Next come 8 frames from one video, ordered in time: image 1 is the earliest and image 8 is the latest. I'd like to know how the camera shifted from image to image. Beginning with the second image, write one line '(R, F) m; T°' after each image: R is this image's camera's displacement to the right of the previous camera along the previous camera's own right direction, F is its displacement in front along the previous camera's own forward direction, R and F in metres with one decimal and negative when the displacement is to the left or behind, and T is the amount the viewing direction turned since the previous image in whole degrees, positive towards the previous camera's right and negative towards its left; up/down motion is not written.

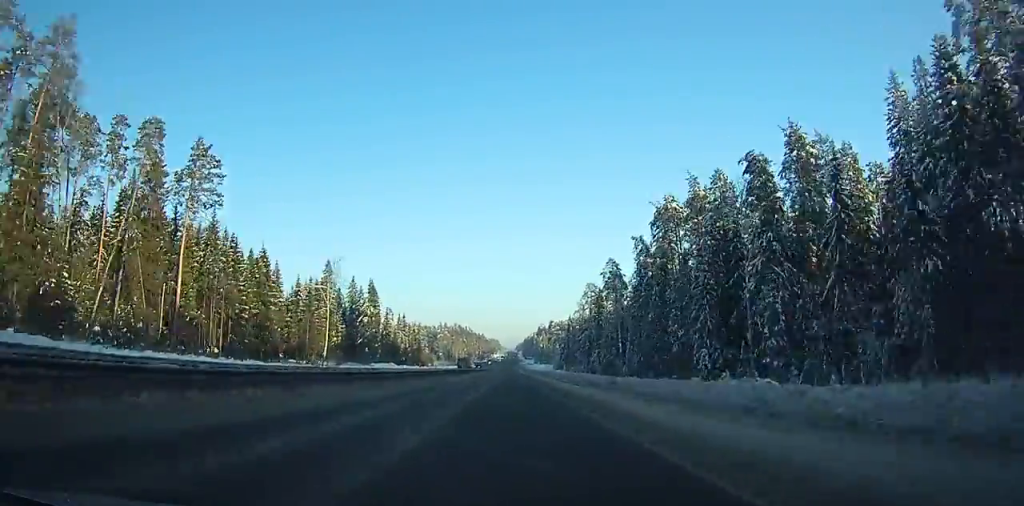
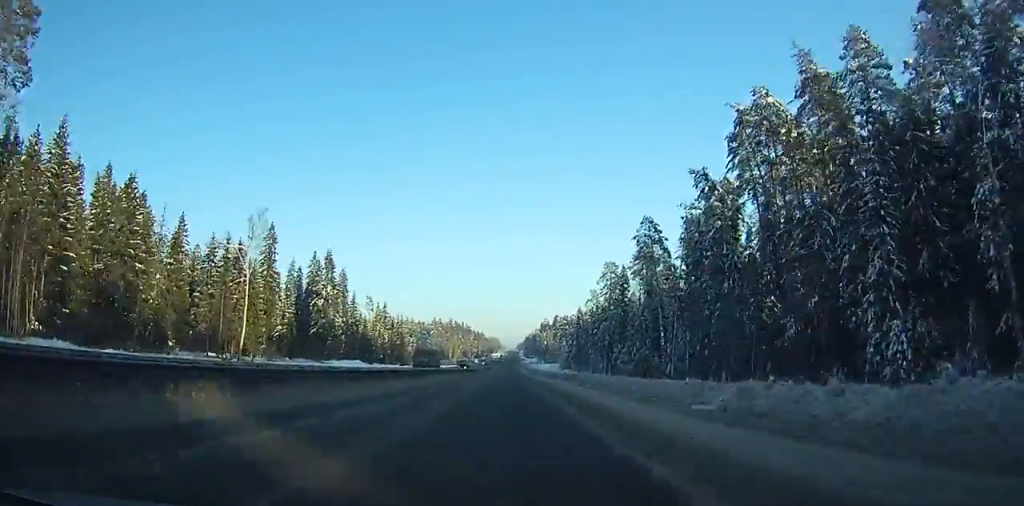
(+0.2, +41.4) m; 0°
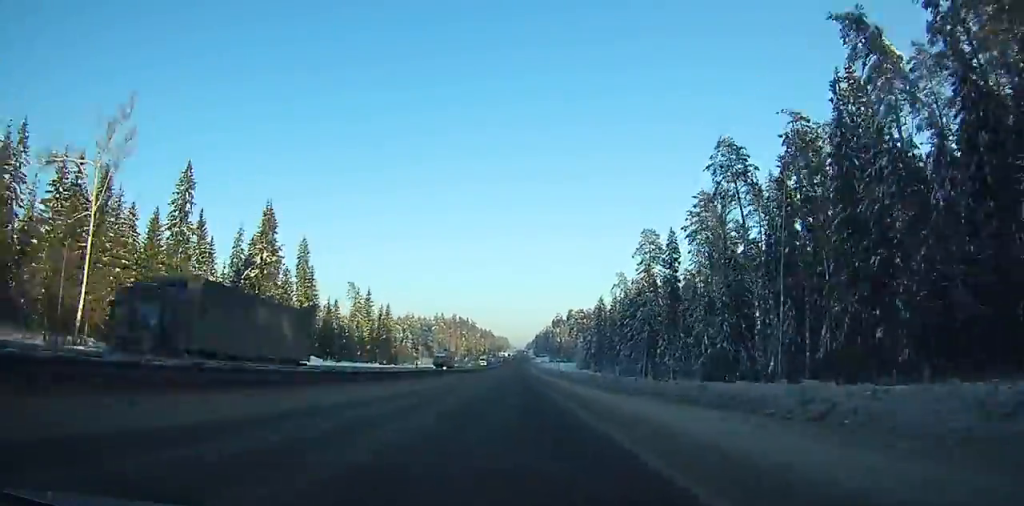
(-0.3, +38.9) m; 0°
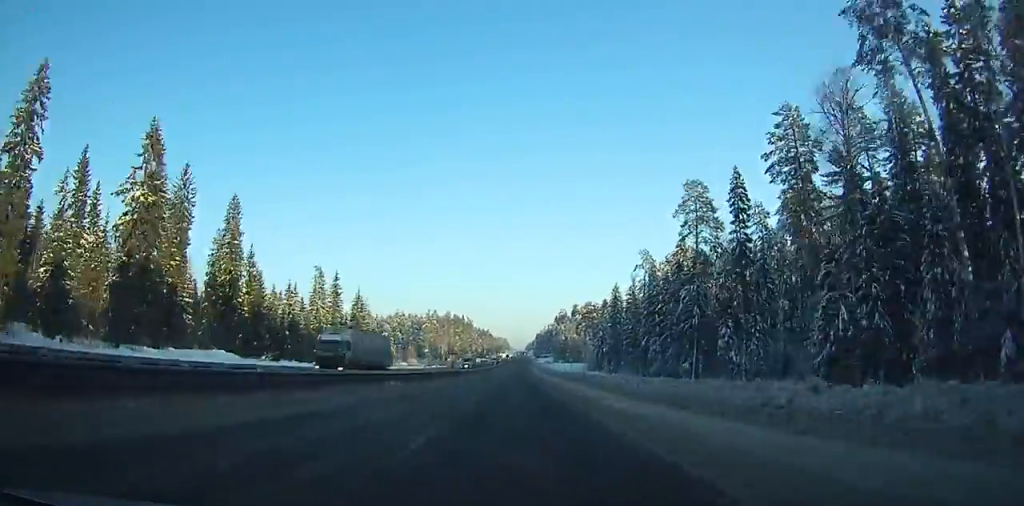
(-0.4, +36.3) m; 0°
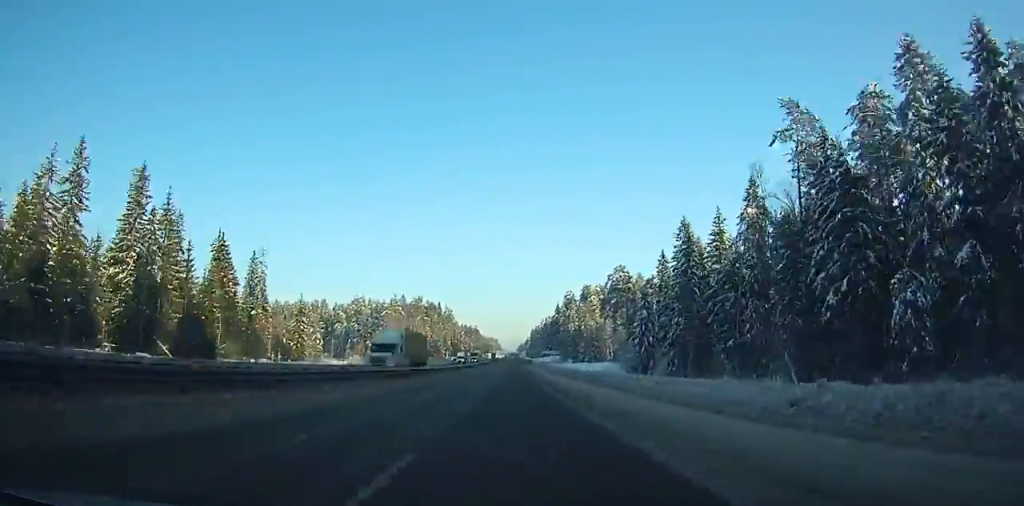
(+0.7, +85.5) m; +1°
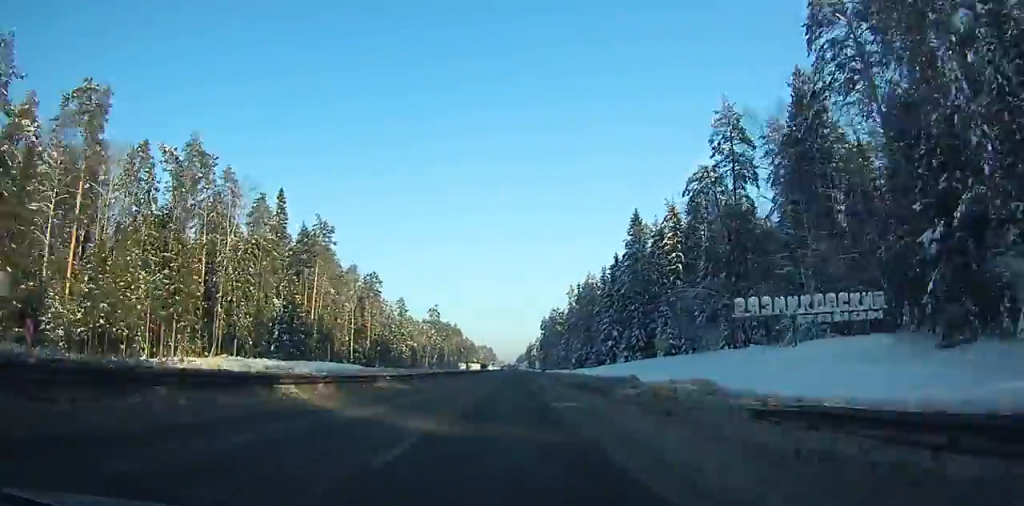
(-1.5, +210.1) m; -1°
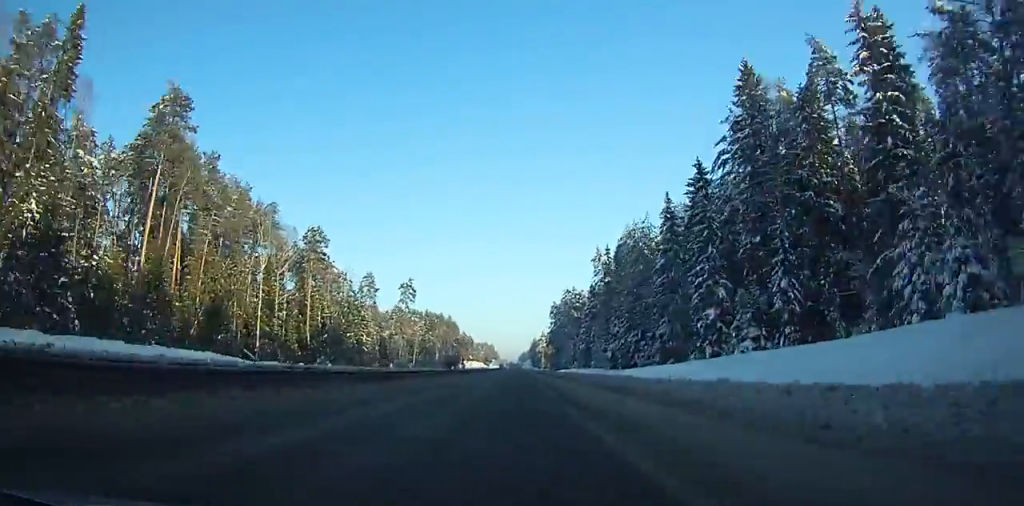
(-0.3, +57.3) m; +1°
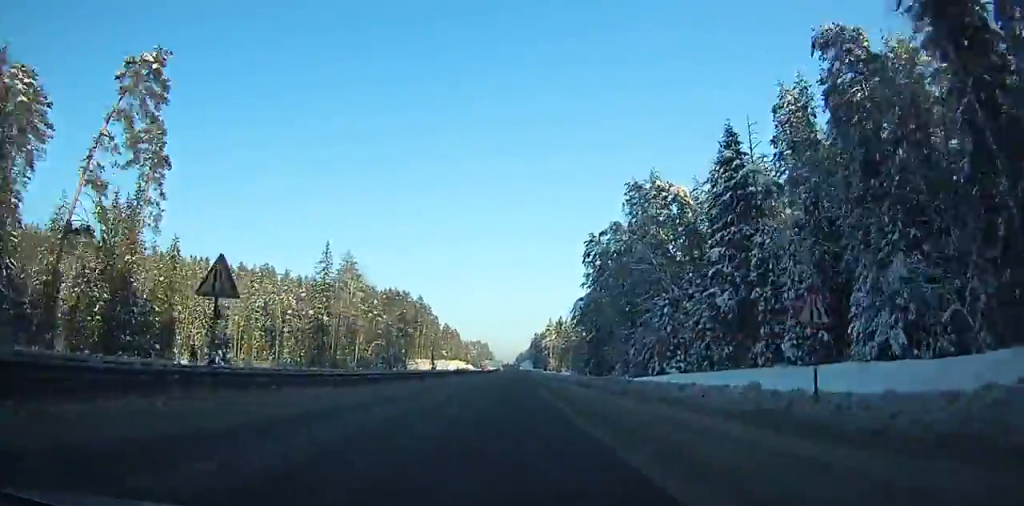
(+2.7, +128.9) m; +1°
